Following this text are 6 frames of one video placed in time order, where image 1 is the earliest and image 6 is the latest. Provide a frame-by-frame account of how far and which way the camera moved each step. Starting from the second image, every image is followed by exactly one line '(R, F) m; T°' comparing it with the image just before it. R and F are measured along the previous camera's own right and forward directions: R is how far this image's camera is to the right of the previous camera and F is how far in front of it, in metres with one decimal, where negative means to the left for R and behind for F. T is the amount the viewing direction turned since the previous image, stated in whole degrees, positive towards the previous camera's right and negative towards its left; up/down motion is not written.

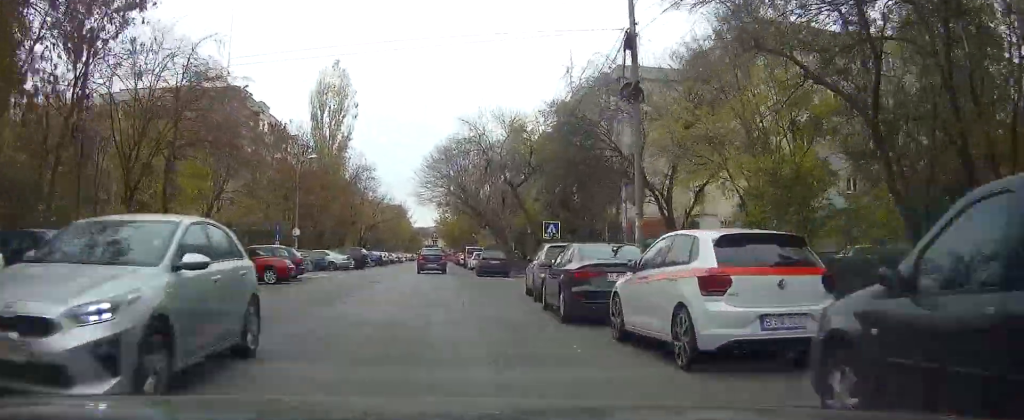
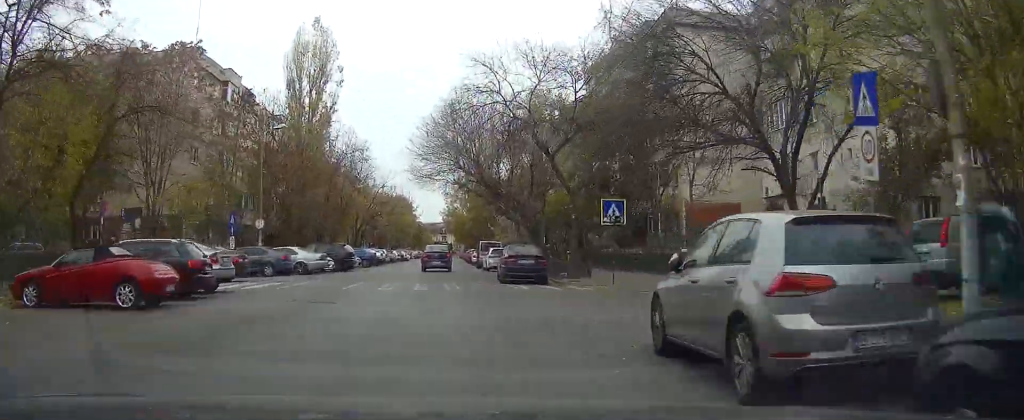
(+0.1, +12.6) m; -1°
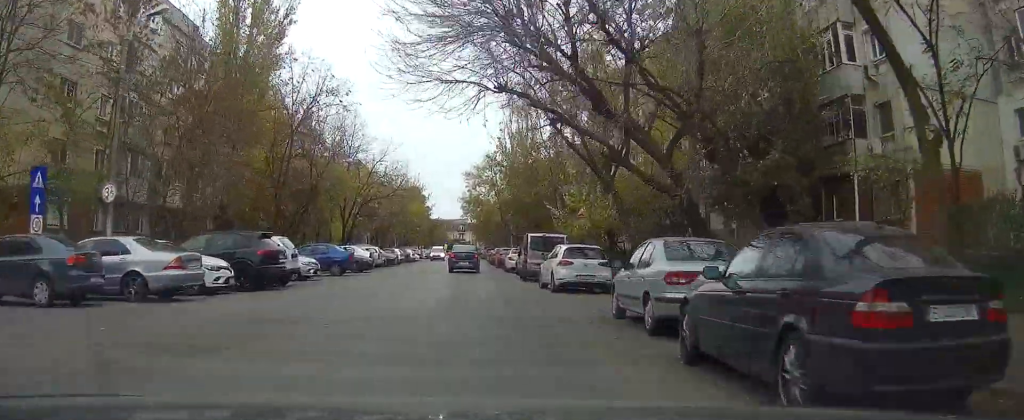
(-0.4, +21.5) m; -1°
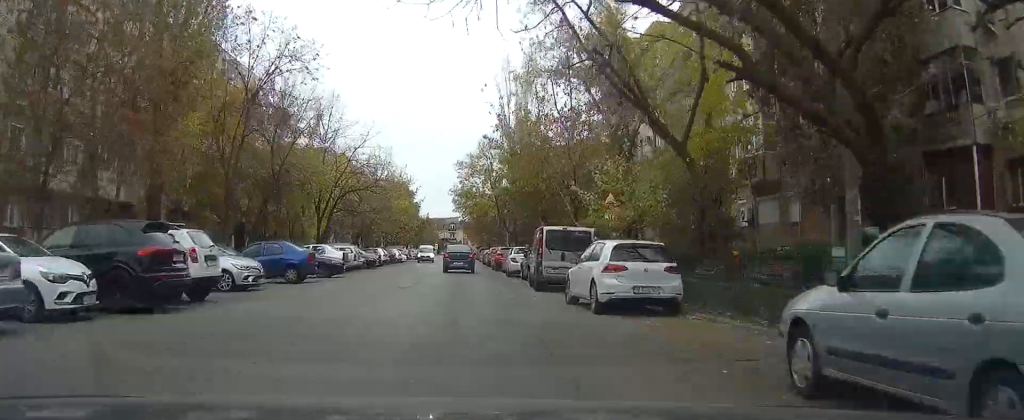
(0.0, +7.5) m; 0°
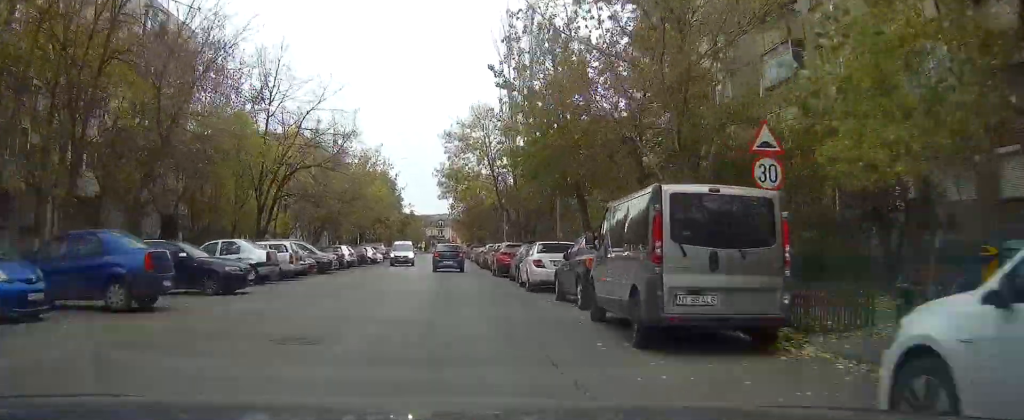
(+0.2, +13.4) m; +1°
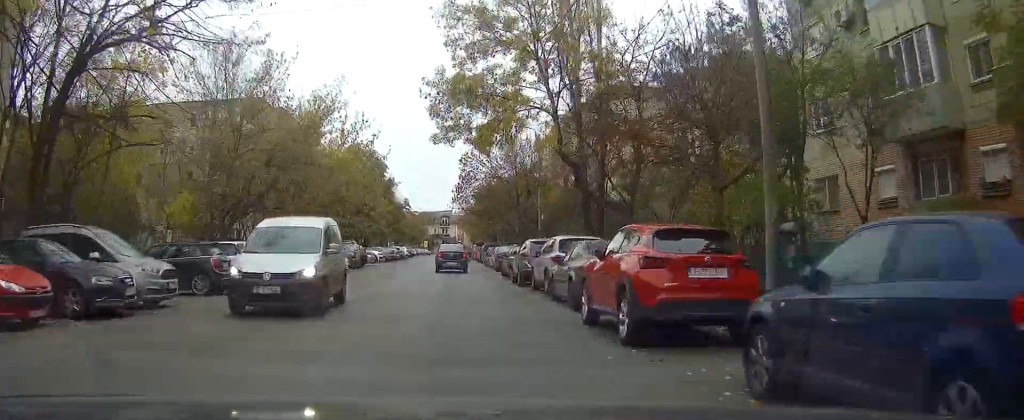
(+0.1, +23.0) m; 0°
